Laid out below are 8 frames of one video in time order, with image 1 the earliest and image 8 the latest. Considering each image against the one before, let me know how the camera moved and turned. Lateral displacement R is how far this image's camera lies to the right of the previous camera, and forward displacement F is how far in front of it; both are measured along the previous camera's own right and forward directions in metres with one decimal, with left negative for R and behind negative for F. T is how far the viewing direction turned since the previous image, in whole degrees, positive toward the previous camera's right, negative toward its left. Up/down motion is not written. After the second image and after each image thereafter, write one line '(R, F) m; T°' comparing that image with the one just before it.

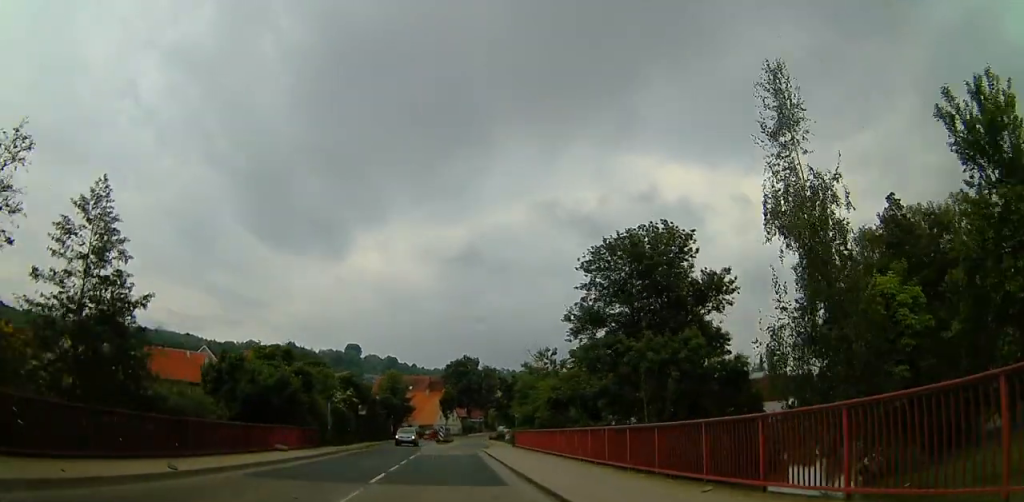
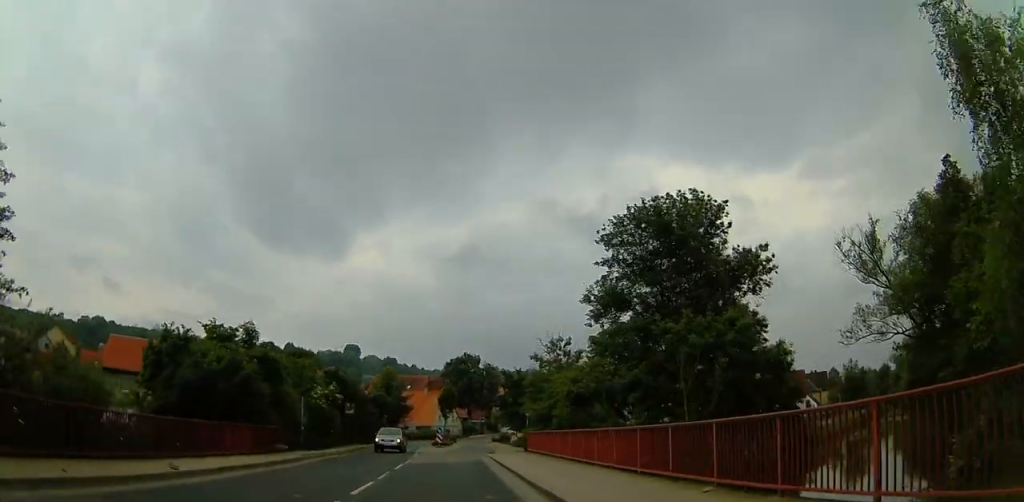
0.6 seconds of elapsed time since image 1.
(+0.2, +7.4) m; +3°
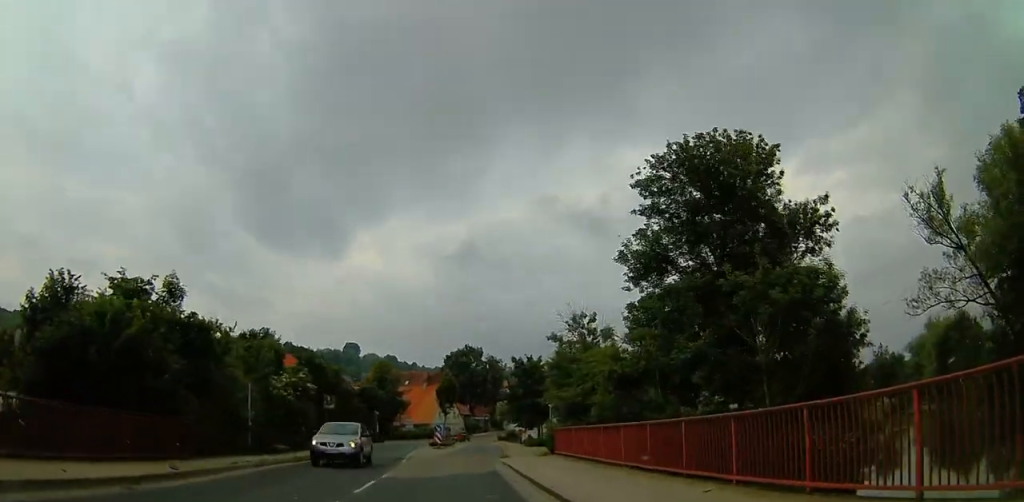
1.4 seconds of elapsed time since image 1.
(+0.6, +9.2) m; +4°
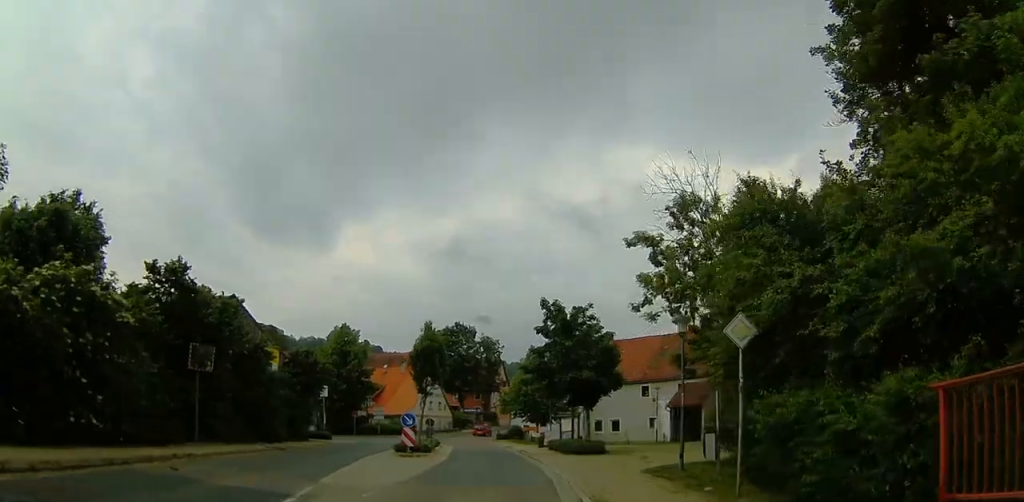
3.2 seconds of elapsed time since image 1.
(+1.1, +21.0) m; +6°
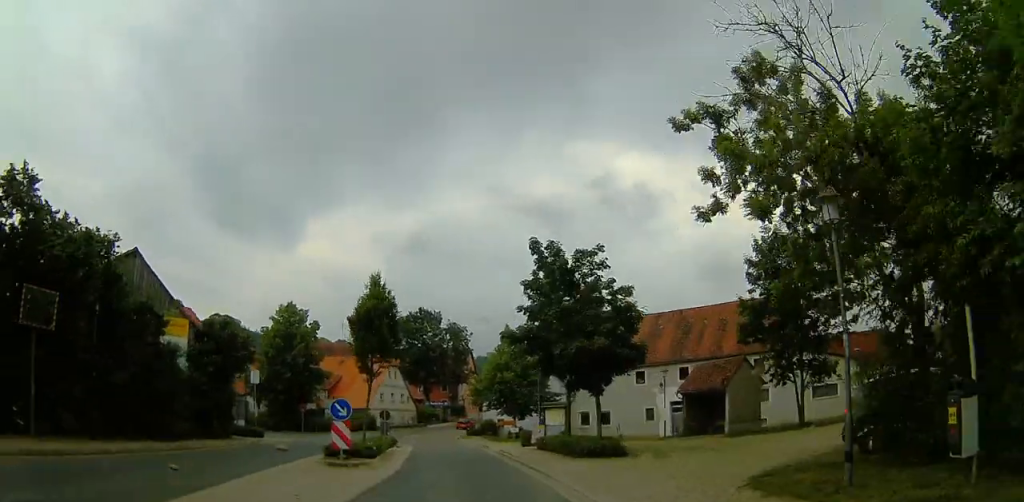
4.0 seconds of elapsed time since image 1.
(0.0, +8.0) m; -3°
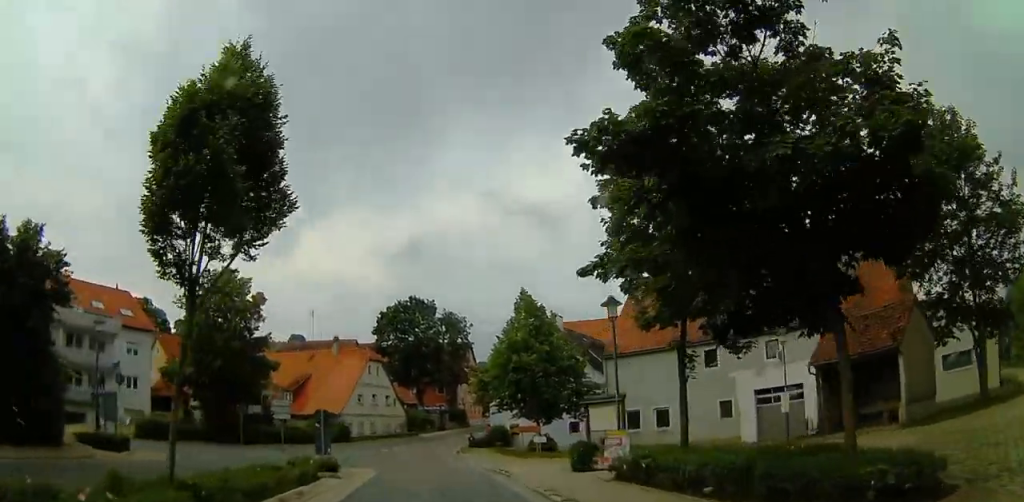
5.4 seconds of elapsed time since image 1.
(-0.9, +13.9) m; -6°
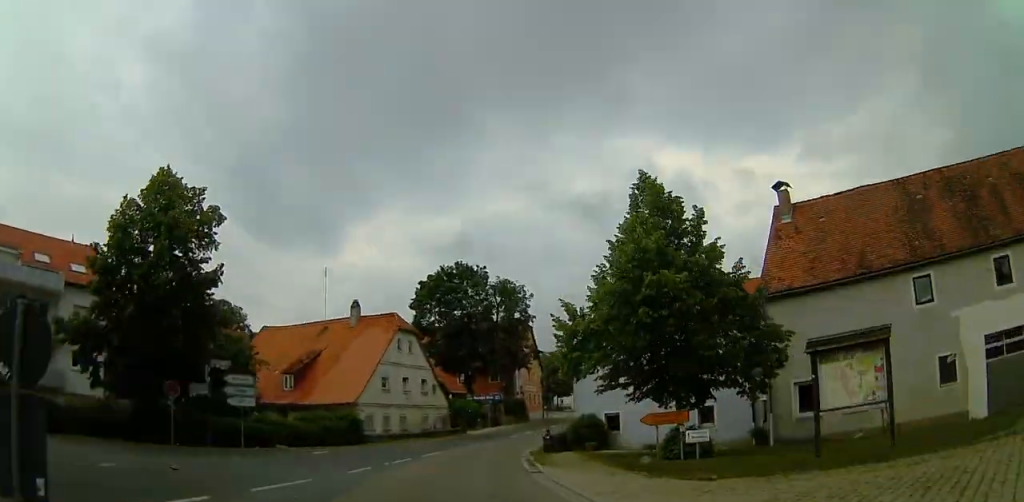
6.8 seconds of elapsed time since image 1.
(0.0, +14.3) m; 0°
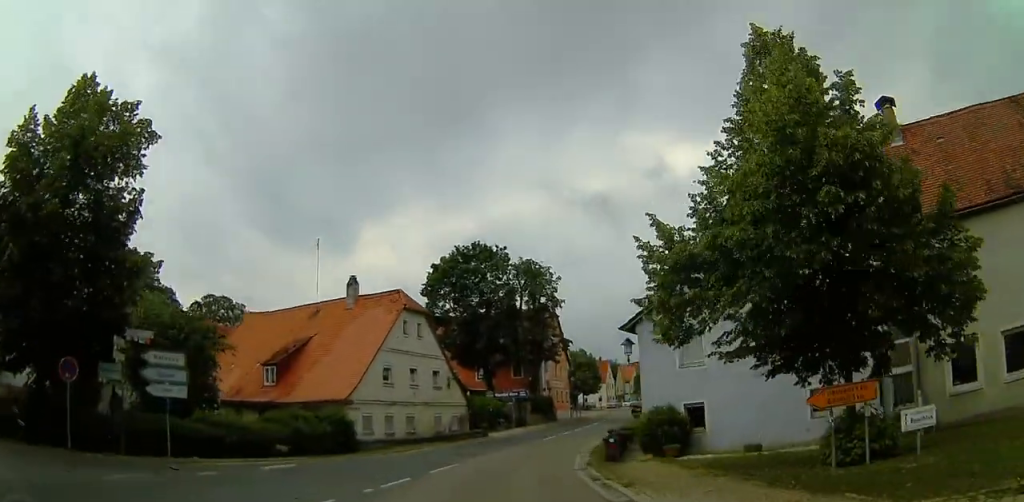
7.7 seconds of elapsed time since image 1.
(0.0, +7.9) m; +2°
